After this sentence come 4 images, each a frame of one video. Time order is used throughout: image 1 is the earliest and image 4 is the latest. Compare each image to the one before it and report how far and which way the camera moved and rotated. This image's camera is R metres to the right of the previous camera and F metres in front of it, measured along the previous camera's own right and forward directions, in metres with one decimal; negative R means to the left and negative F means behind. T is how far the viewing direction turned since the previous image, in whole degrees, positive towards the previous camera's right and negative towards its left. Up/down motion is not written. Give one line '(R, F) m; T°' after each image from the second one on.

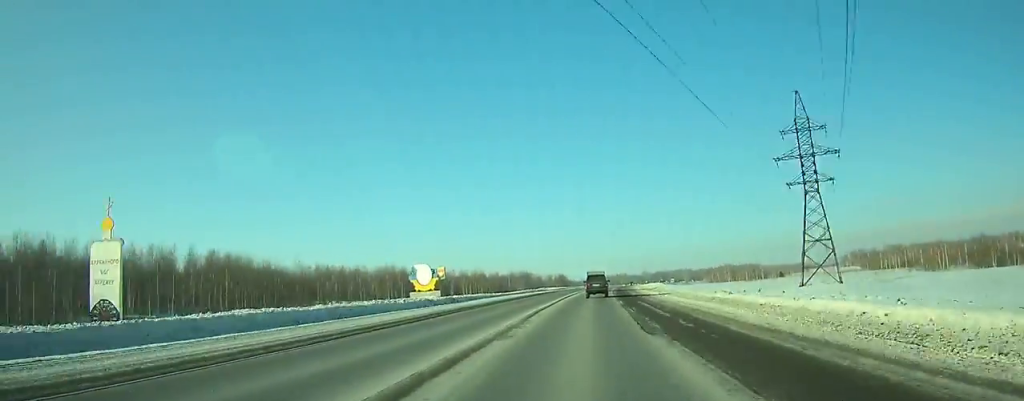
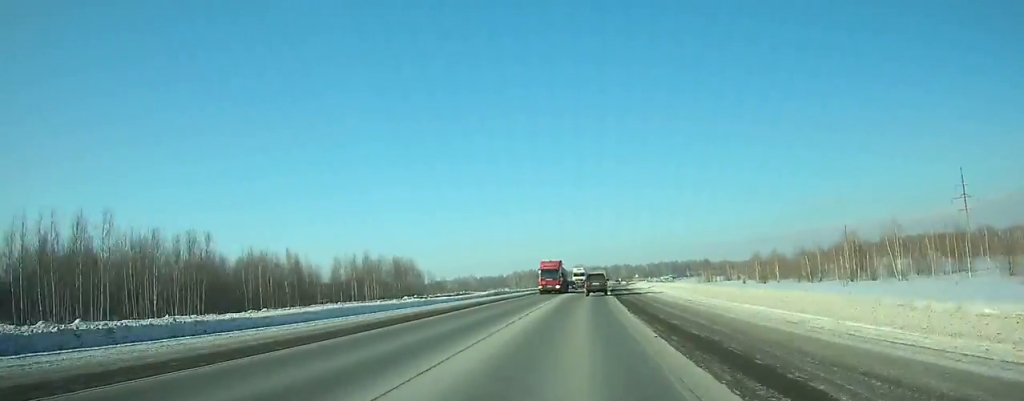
(+10.0, +160.4) m; +7°
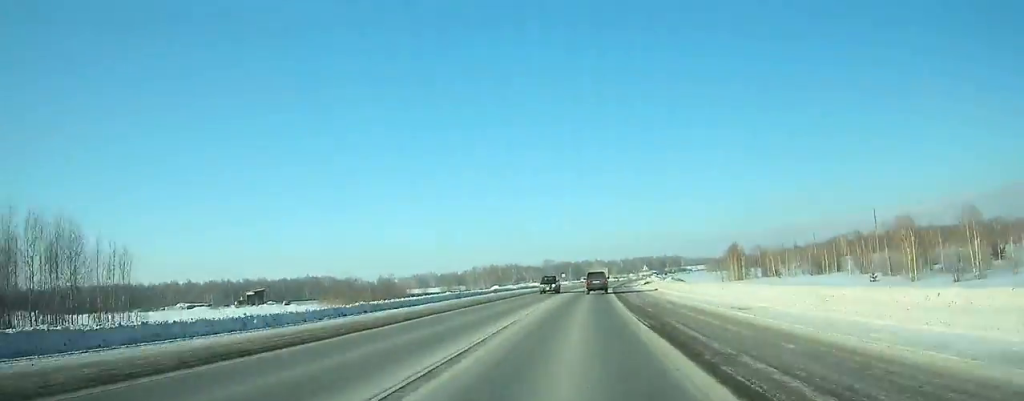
(+2.3, +73.1) m; +3°
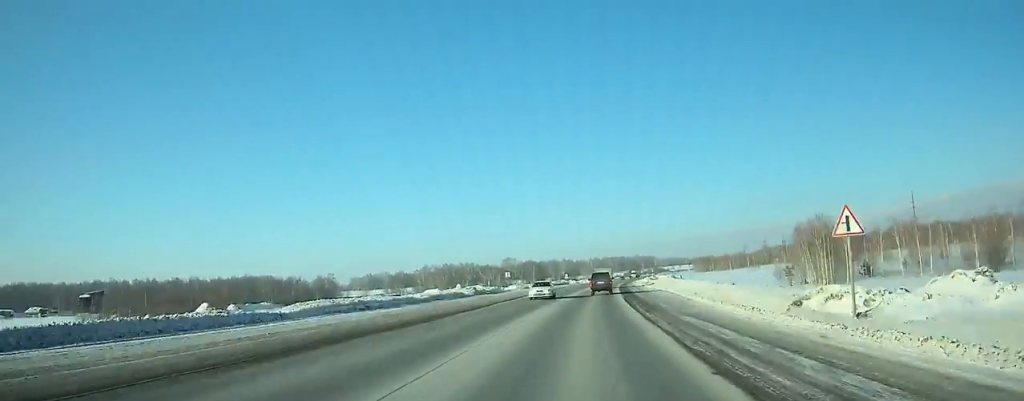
(+1.5, +63.2) m; +3°
